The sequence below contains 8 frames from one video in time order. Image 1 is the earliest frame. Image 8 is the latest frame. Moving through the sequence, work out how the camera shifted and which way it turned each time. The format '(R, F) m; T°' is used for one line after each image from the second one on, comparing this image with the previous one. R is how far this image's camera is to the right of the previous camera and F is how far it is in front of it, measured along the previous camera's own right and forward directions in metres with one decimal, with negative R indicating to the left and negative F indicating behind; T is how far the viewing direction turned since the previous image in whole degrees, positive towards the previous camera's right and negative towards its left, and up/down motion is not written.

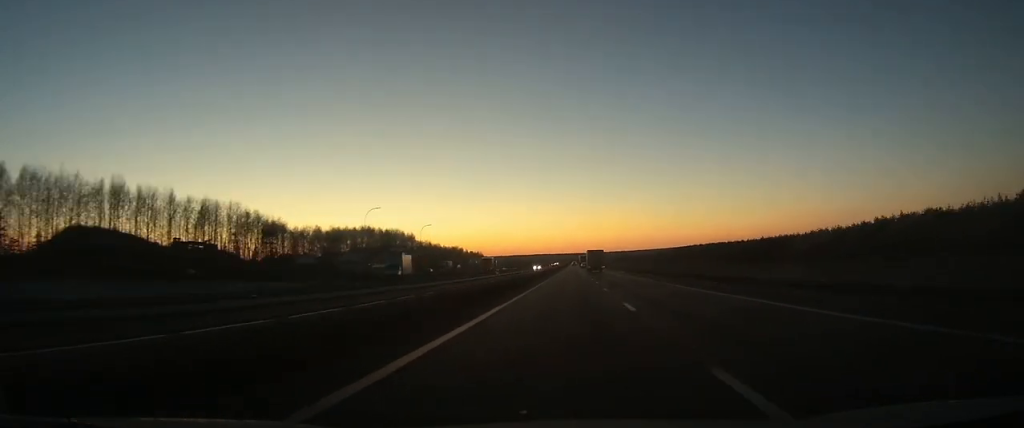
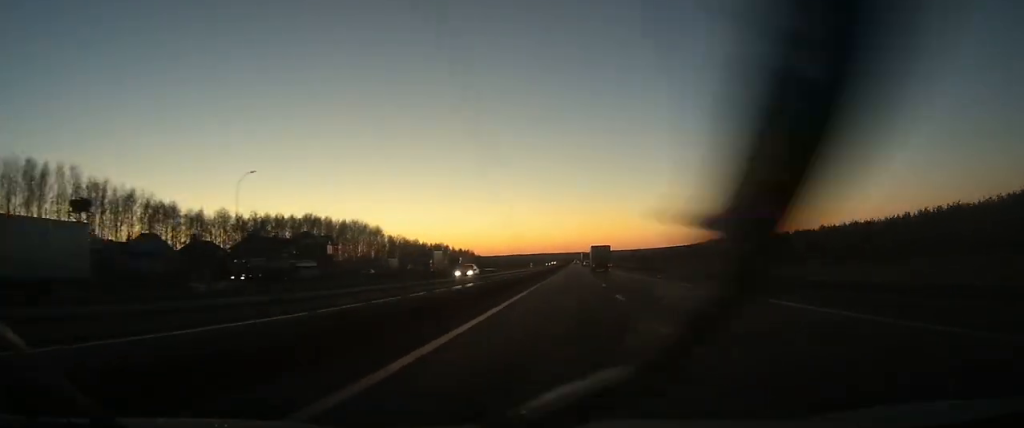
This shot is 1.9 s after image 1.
(-0.1, +45.8) m; 0°
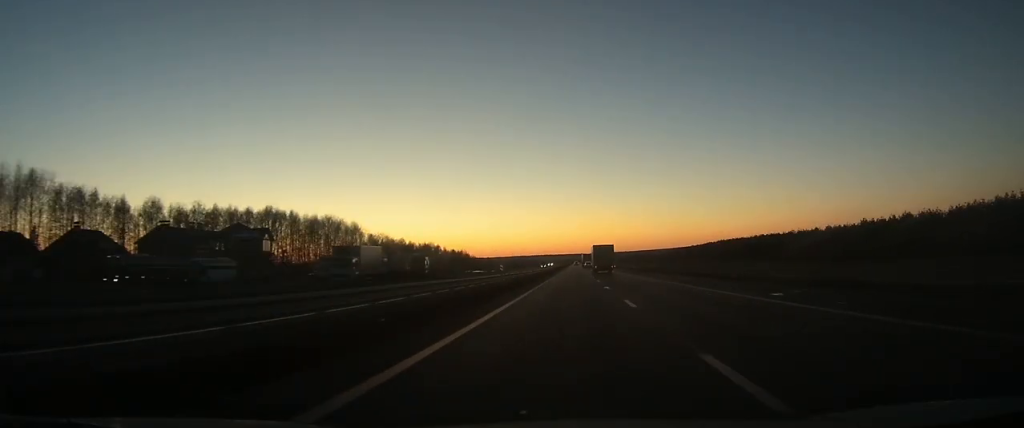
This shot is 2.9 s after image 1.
(0.0, +24.0) m; 0°
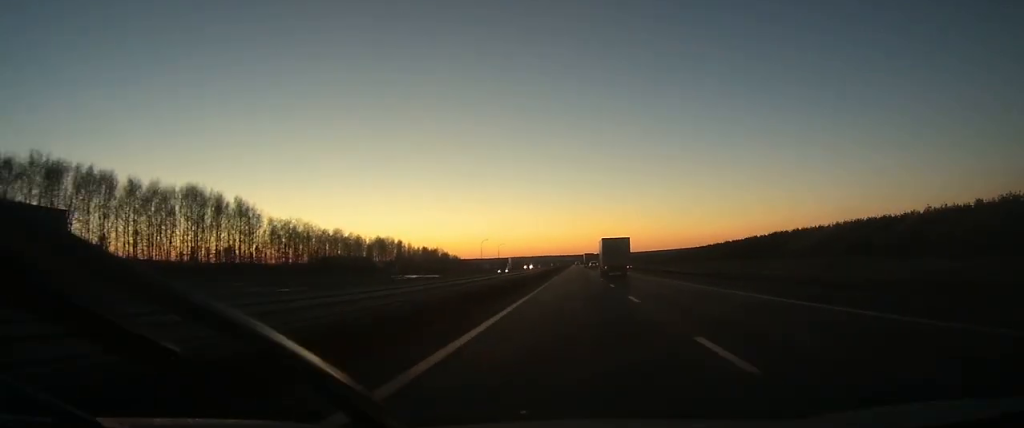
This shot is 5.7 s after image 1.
(0.0, +88.6) m; 0°
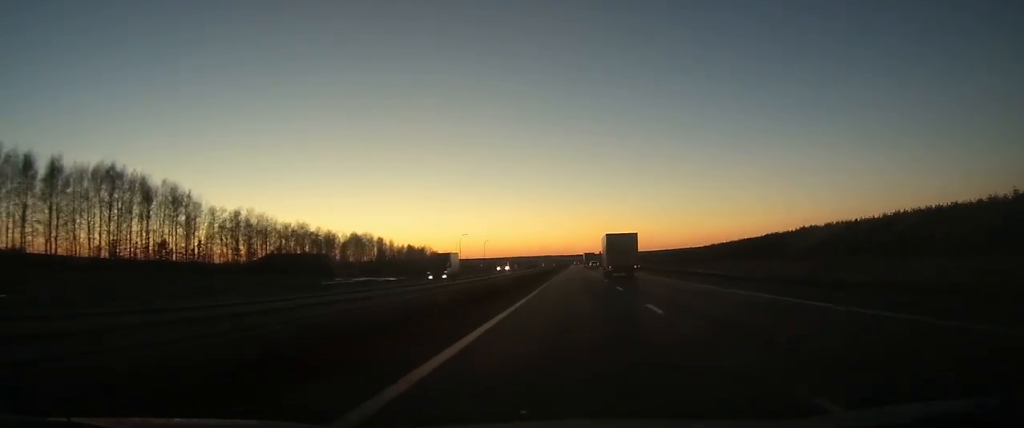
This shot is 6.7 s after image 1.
(+0.1, +32.7) m; 0°
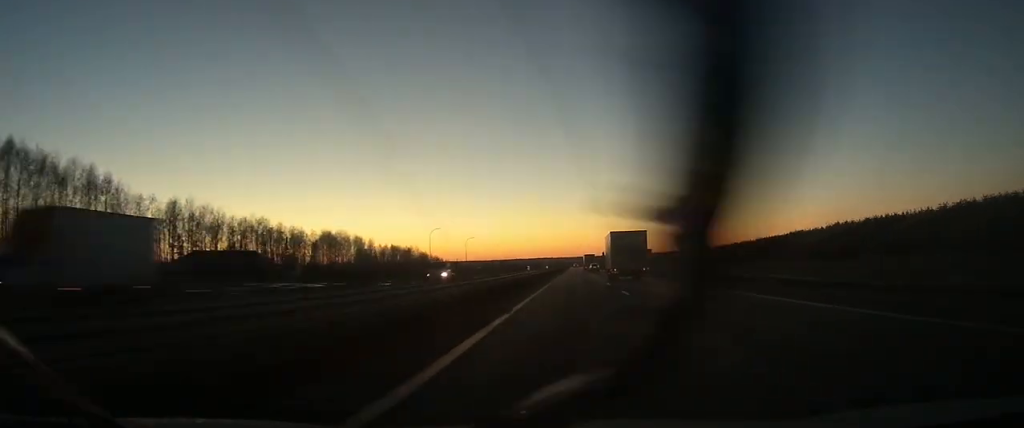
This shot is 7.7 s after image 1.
(-0.1, +31.5) m; 0°
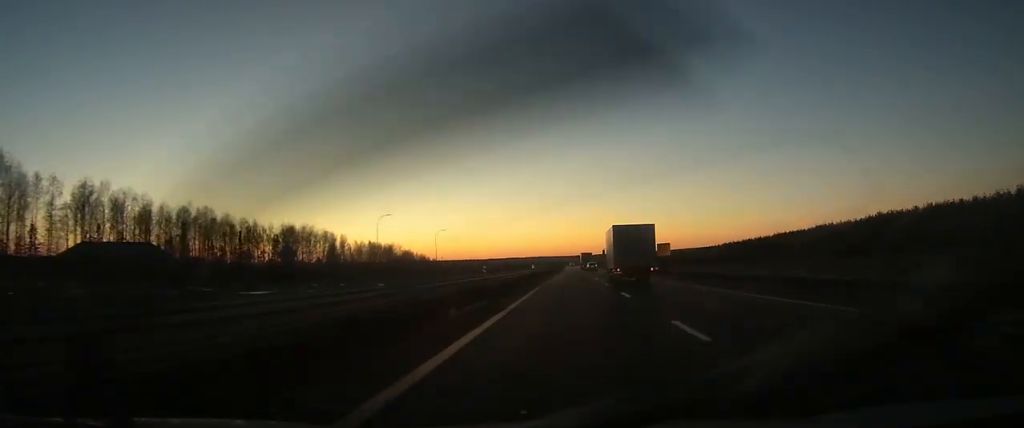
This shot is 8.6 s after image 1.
(-0.1, +31.4) m; 0°
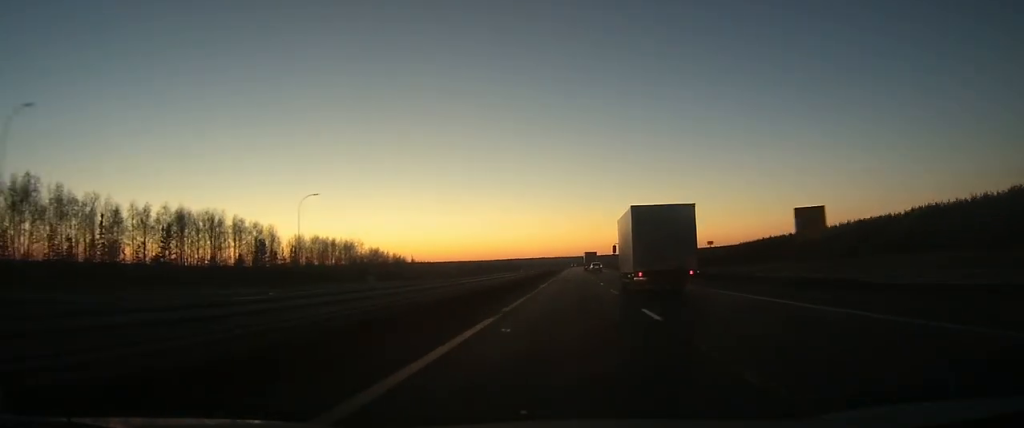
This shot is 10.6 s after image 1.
(+0.3, +63.6) m; 0°
